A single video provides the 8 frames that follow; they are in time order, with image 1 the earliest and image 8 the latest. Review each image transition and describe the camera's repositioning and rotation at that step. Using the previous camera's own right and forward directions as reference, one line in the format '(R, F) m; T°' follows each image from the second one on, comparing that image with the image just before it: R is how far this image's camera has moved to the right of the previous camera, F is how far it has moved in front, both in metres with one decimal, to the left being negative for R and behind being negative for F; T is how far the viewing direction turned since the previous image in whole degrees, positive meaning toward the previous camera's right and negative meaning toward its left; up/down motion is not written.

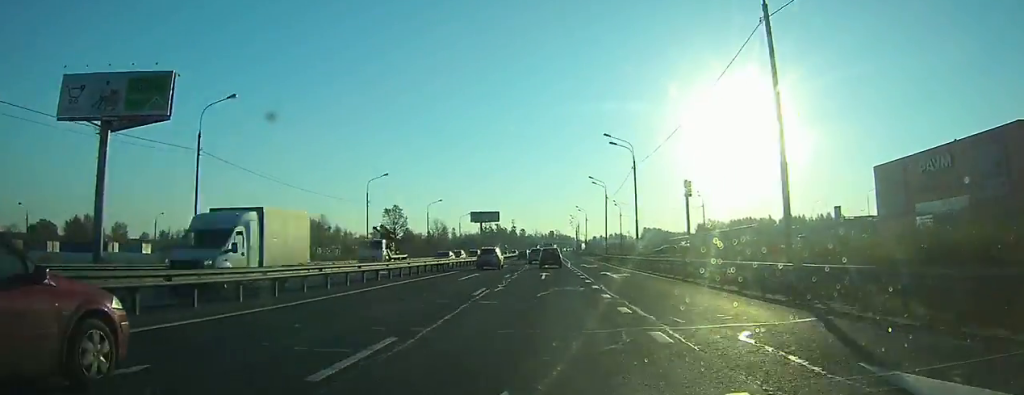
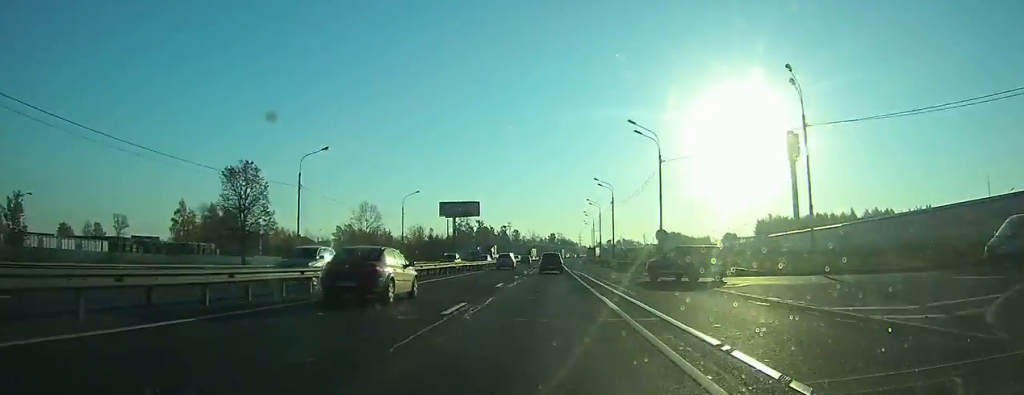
(0.0, +91.2) m; 0°
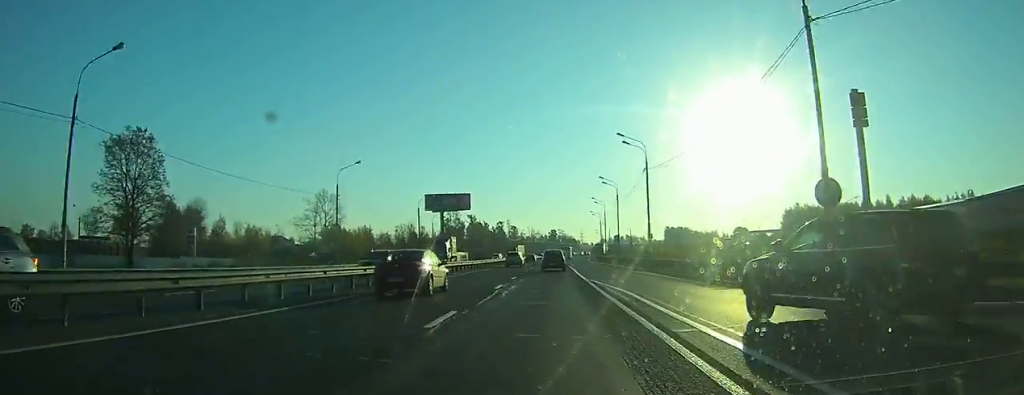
(-0.1, +27.6) m; 0°
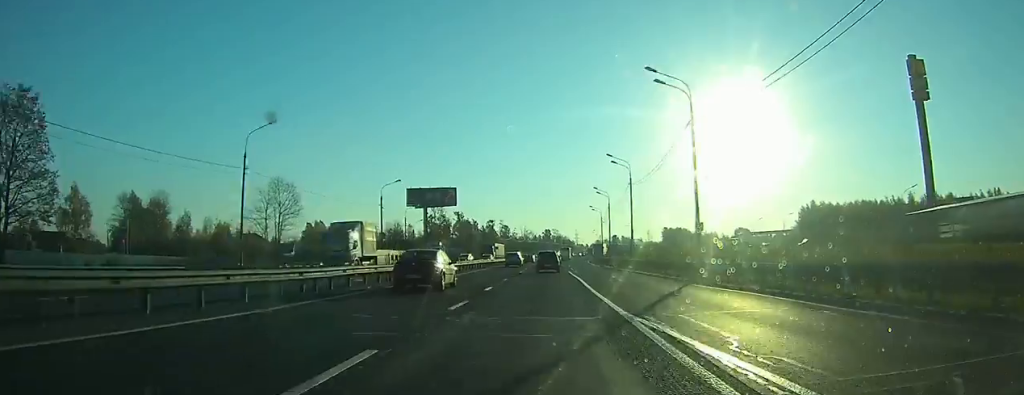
(0.0, +17.8) m; 0°
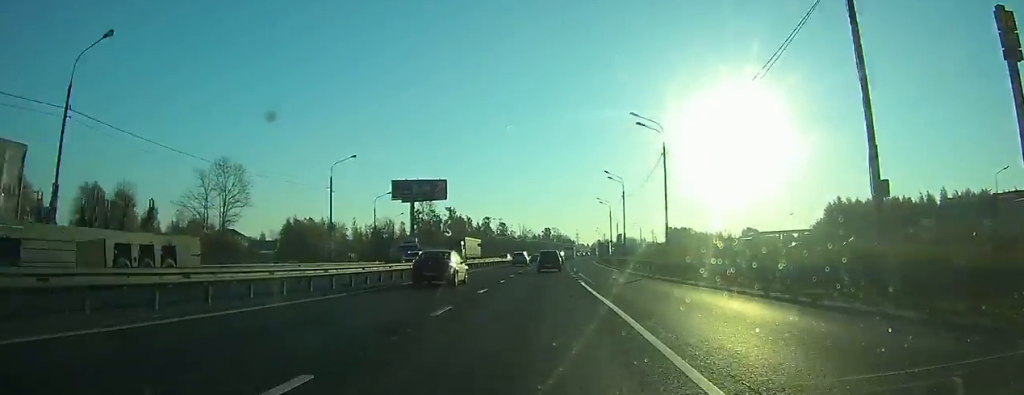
(0.0, +17.5) m; 0°
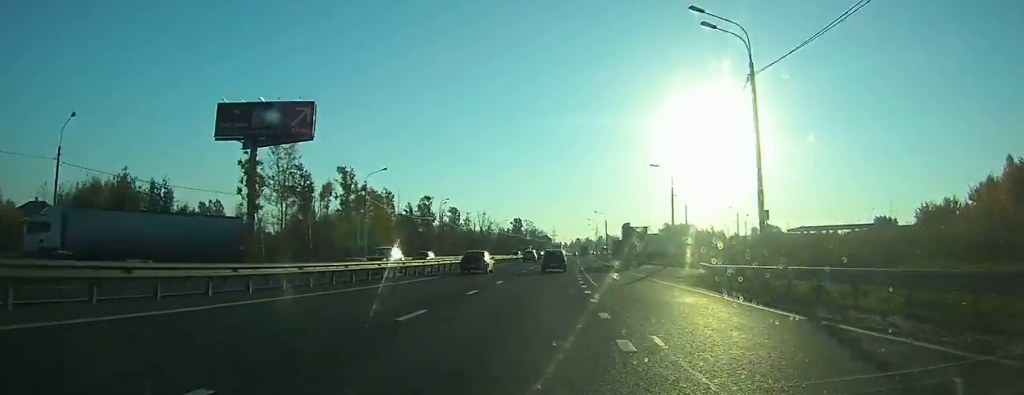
(+2.2, +75.3) m; +4°
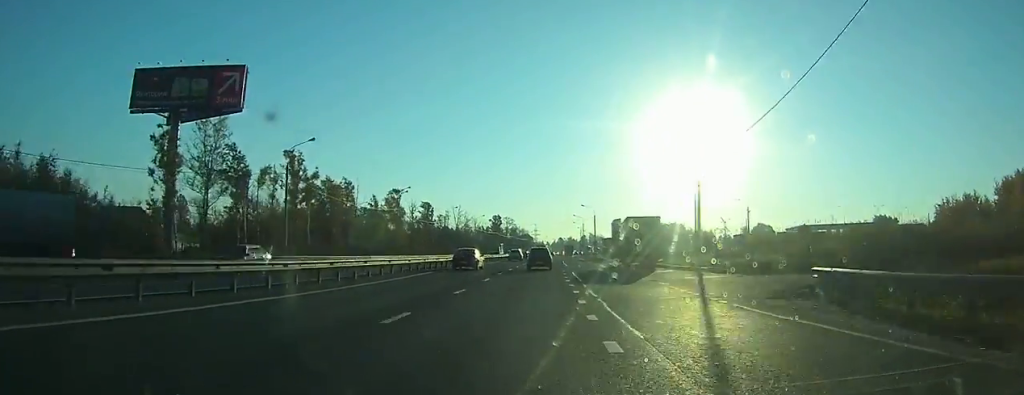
(+0.2, +14.5) m; +1°
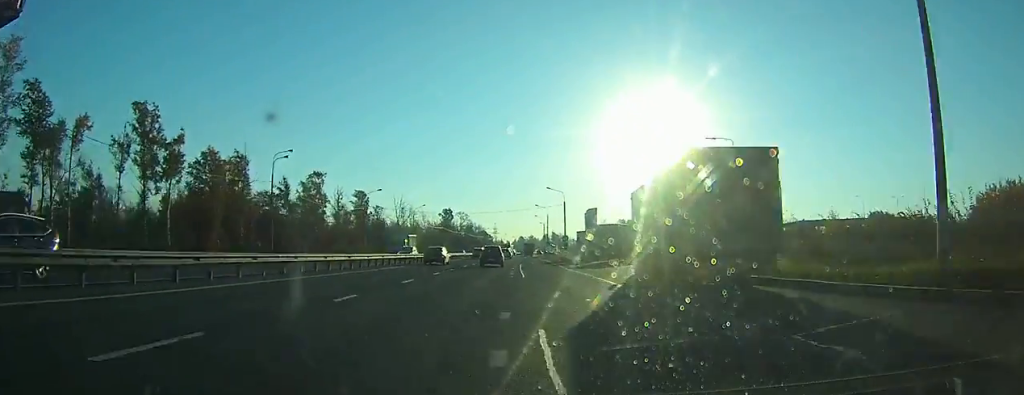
(+0.4, +27.1) m; +2°
